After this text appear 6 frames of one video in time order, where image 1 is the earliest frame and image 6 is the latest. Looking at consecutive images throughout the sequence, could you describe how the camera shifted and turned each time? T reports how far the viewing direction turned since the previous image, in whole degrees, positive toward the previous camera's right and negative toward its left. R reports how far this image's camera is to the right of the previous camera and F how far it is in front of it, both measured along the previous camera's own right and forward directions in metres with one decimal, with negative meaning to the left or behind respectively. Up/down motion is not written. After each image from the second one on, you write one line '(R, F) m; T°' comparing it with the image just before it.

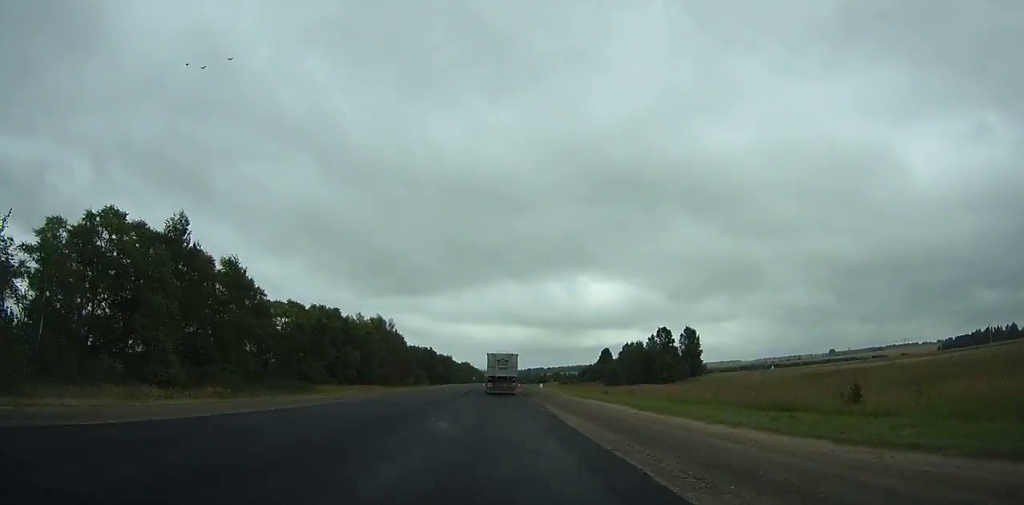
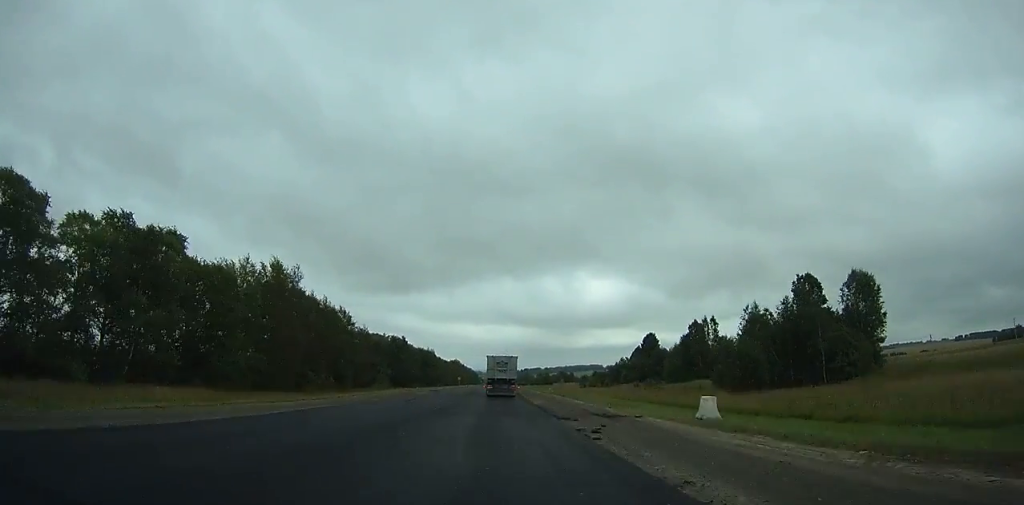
(+0.2, +72.8) m; 0°
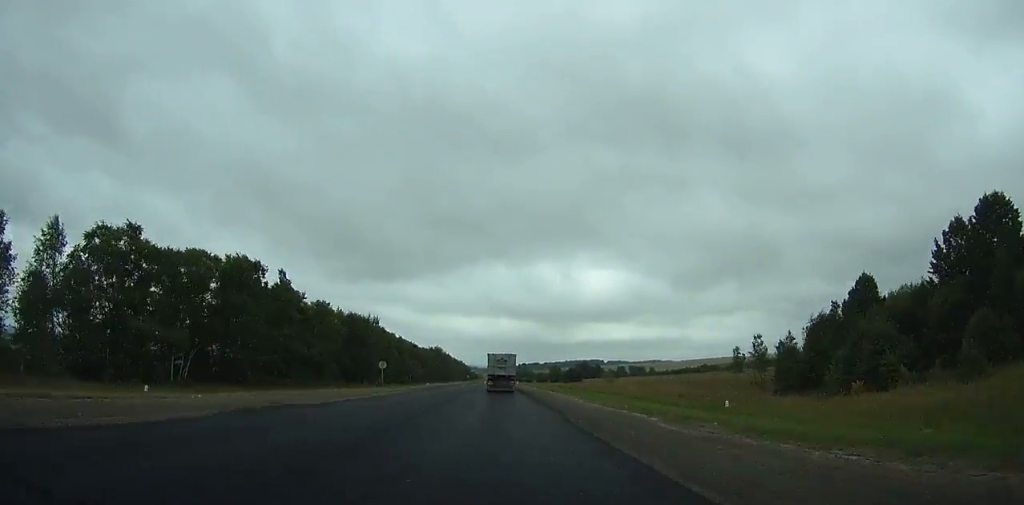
(+0.1, +119.6) m; 0°
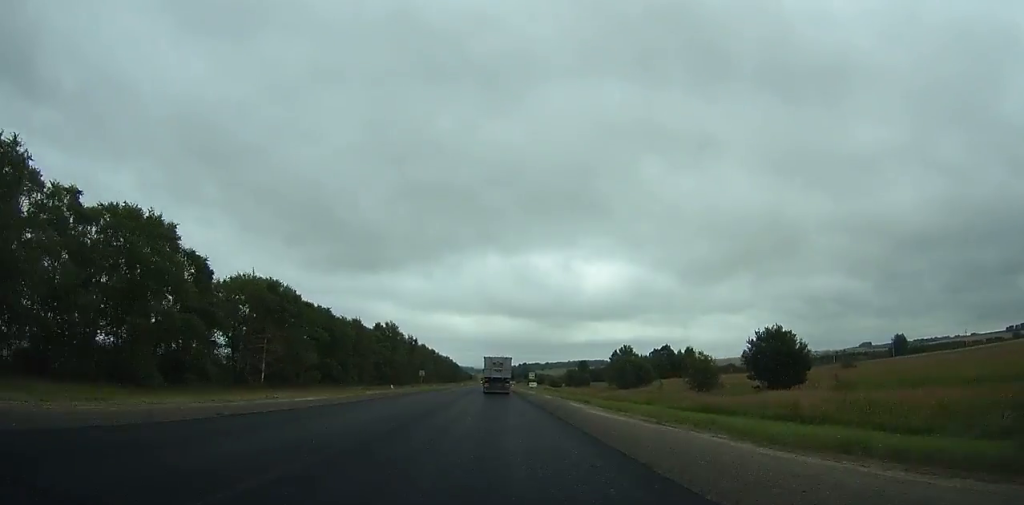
(+0.4, +142.6) m; 0°
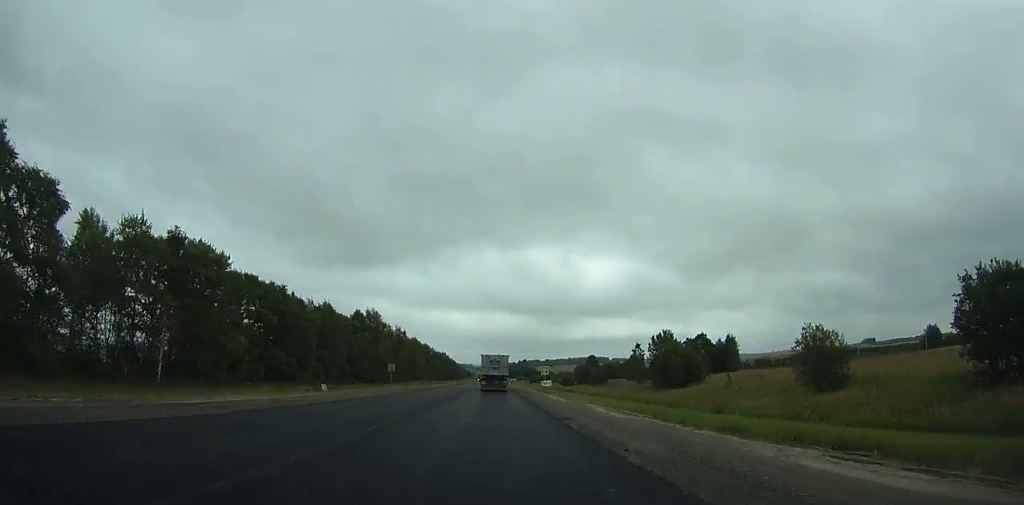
(0.0, +26.8) m; 0°
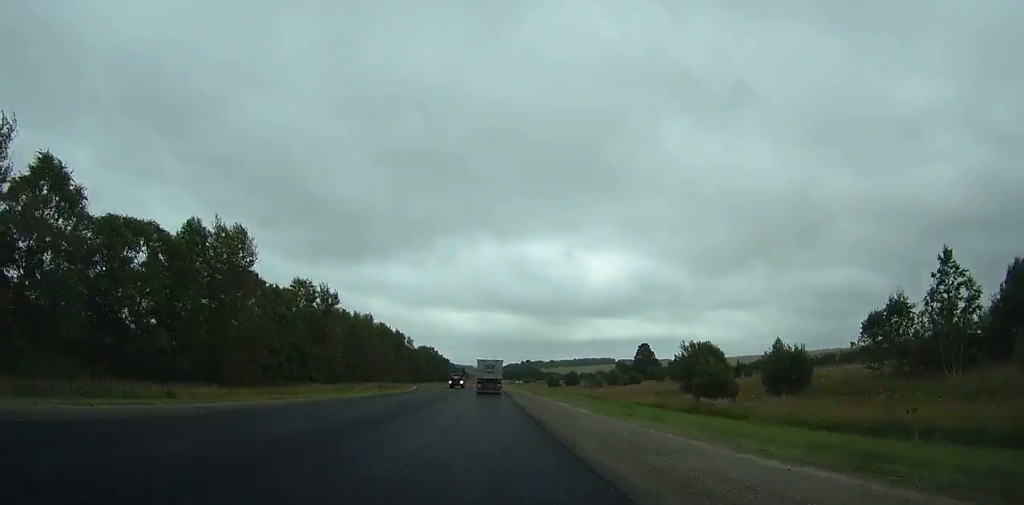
(+0.1, +91.1) m; 0°
